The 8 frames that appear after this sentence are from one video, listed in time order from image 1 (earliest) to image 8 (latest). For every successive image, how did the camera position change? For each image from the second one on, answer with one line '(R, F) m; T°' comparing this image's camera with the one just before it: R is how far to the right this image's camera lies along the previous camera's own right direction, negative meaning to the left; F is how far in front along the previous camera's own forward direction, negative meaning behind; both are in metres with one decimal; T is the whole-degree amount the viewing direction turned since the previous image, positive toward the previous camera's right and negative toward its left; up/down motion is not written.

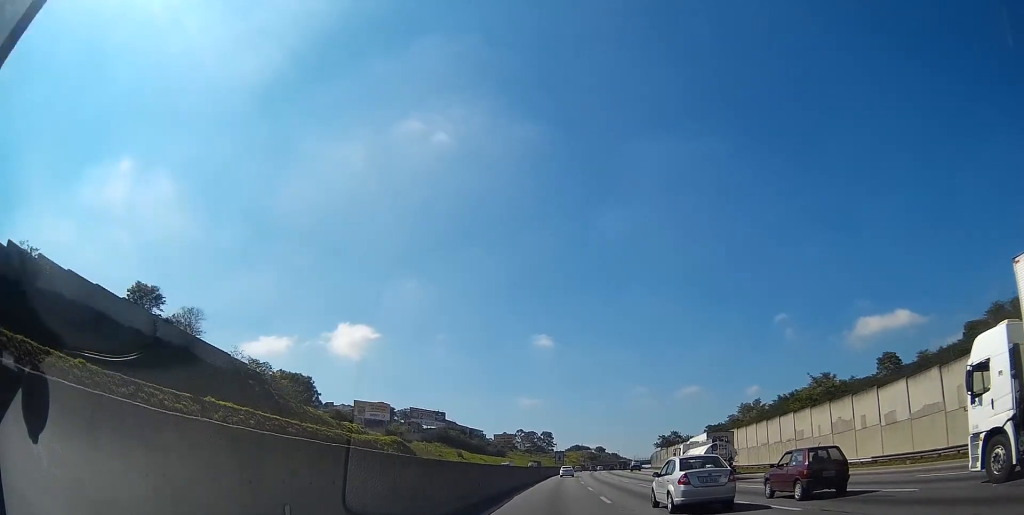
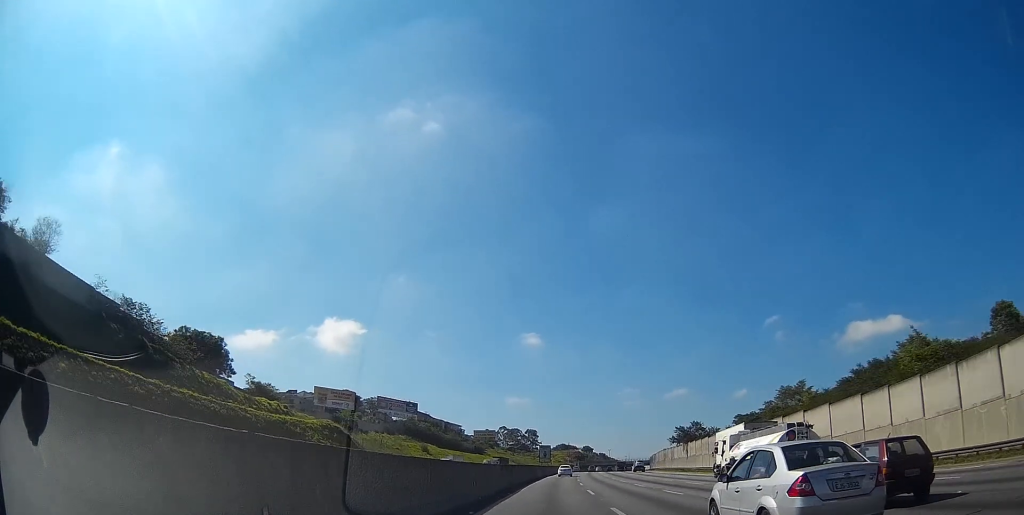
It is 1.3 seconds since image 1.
(+0.6, +33.5) m; +3°
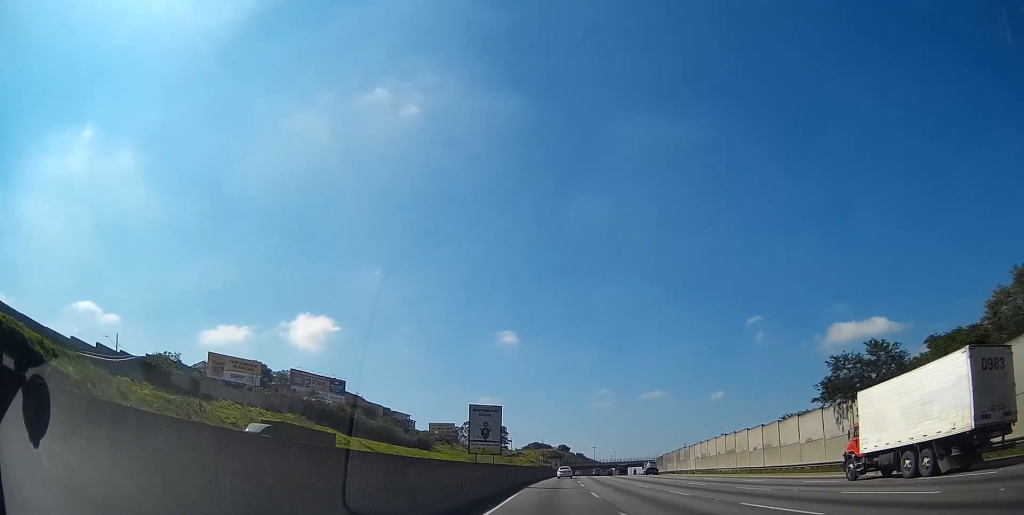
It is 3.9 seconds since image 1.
(+1.7, +70.2) m; +2°
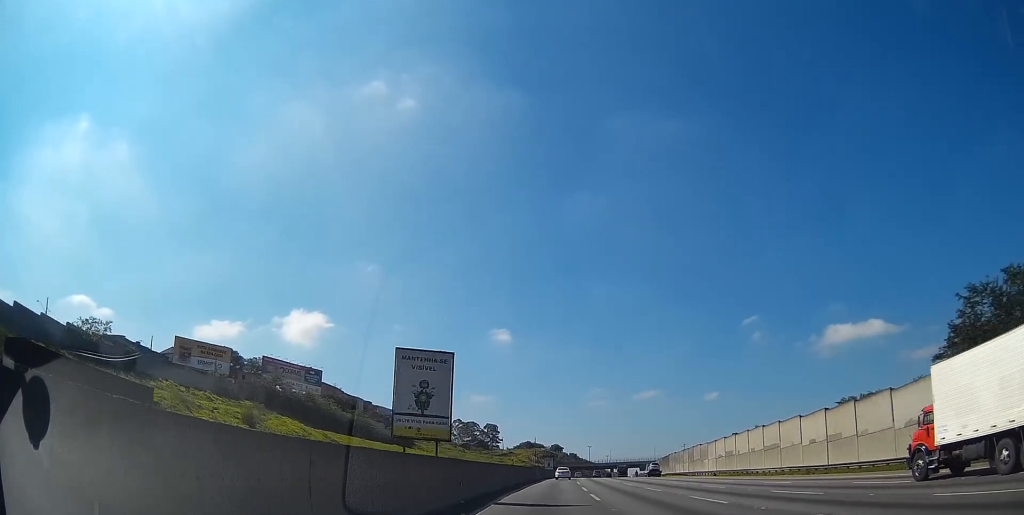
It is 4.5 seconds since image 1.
(+0.1, +17.4) m; +1°
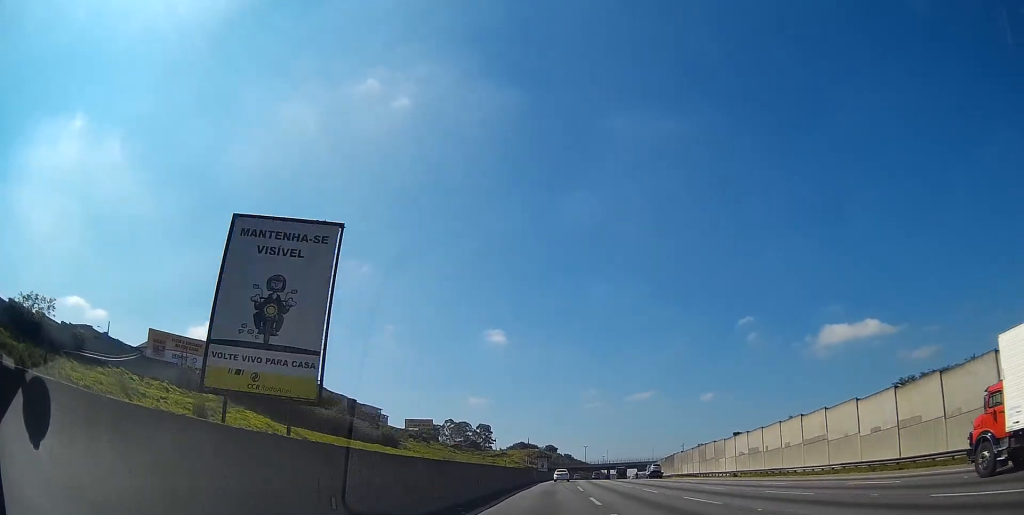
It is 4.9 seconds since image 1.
(-0.3, +12.0) m; 0°
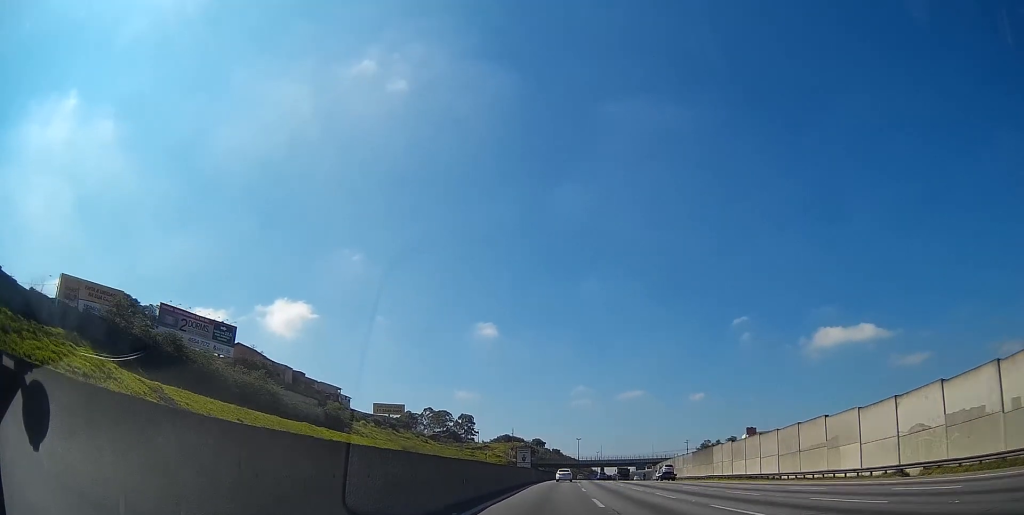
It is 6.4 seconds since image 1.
(+1.0, +40.3) m; +2°
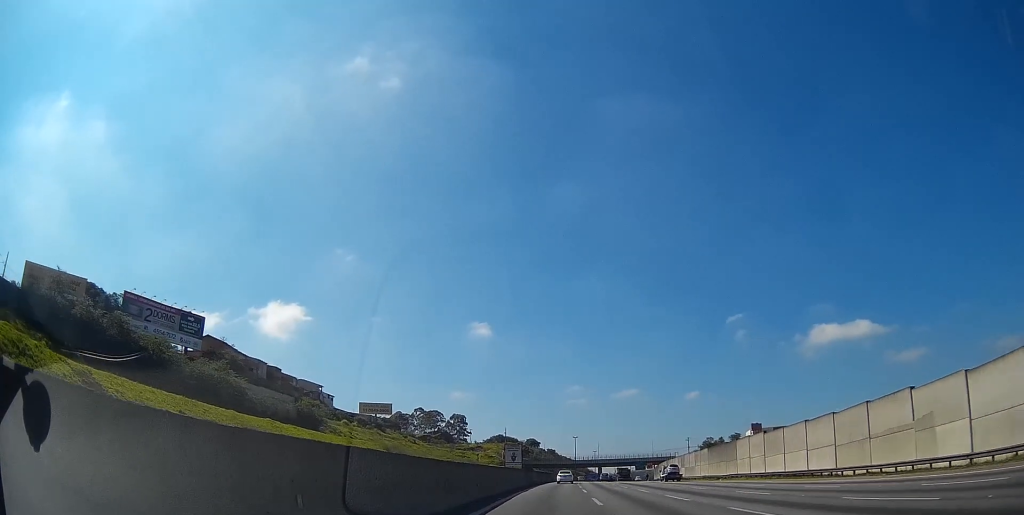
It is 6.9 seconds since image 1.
(-0.1, +14.4) m; 0°
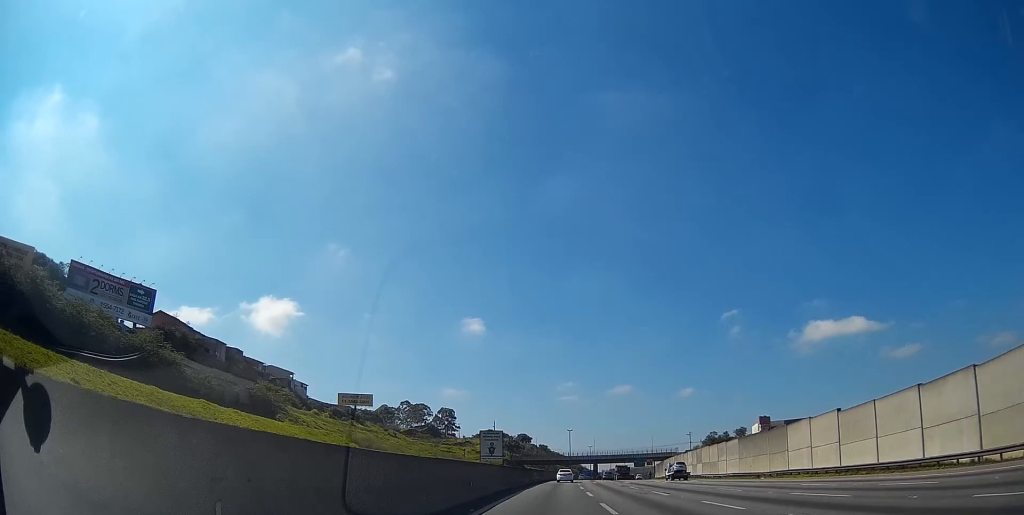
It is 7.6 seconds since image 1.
(+0.2, +20.5) m; +1°
